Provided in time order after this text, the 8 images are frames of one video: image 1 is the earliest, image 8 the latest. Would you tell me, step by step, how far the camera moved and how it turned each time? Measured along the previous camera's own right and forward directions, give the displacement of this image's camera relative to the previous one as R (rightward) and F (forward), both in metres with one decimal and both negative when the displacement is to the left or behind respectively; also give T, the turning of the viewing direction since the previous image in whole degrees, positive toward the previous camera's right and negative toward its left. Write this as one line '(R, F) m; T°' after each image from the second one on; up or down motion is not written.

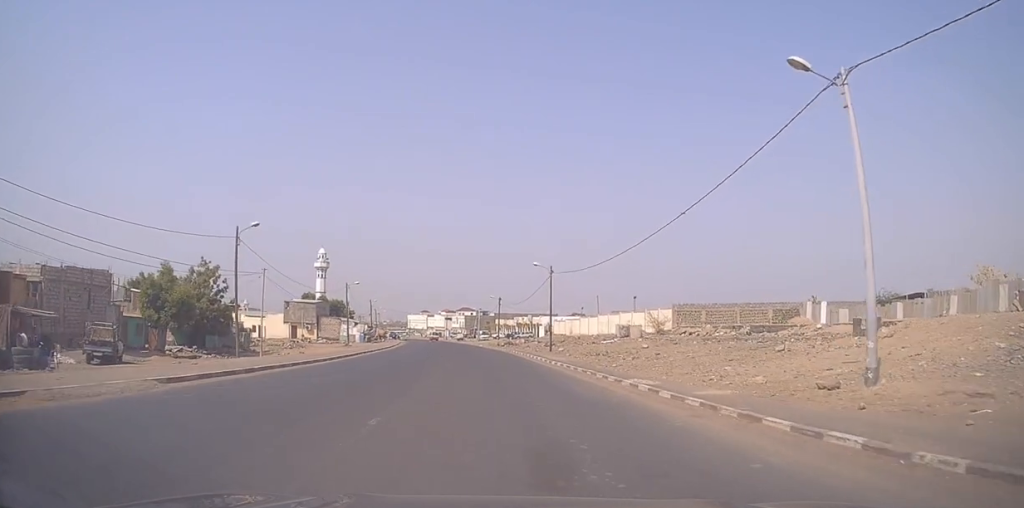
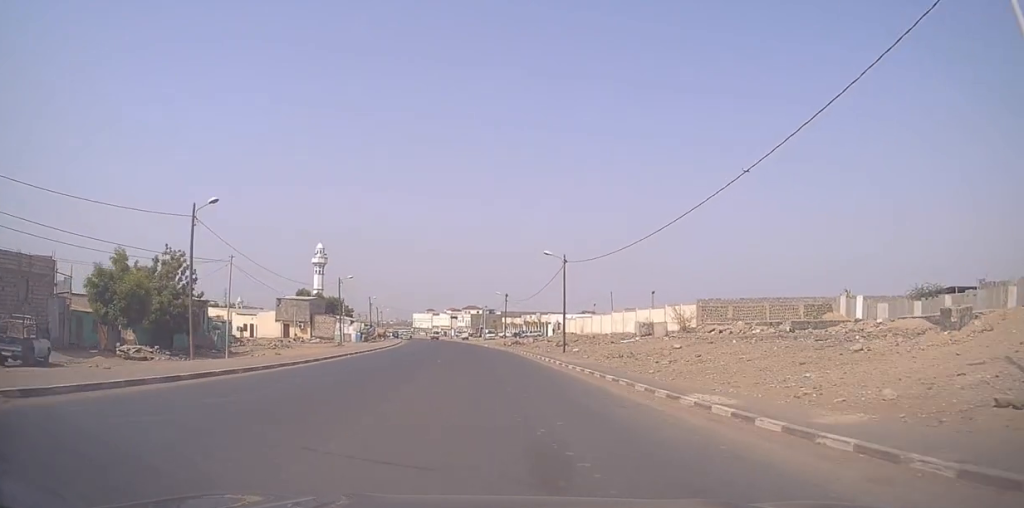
(-0.1, +6.1) m; 0°
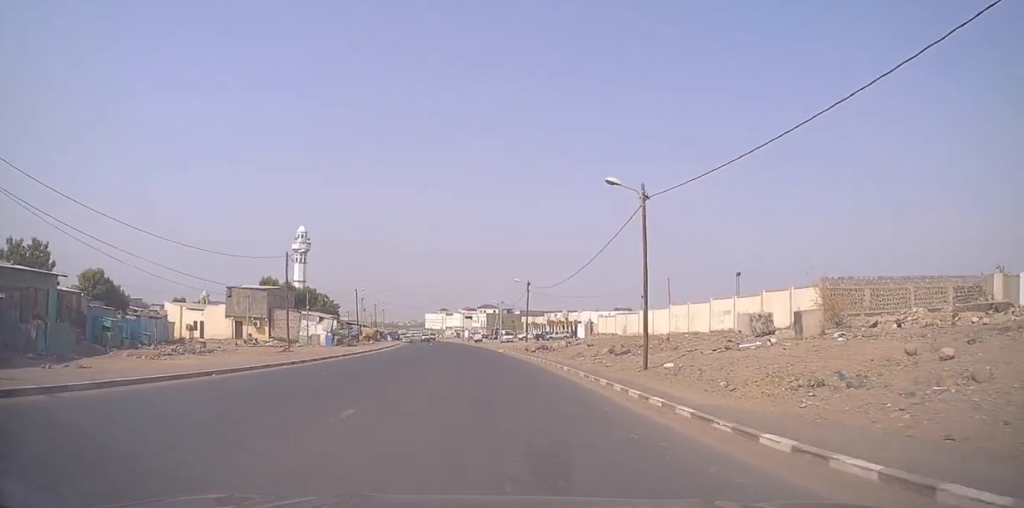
(-0.3, +21.5) m; -3°
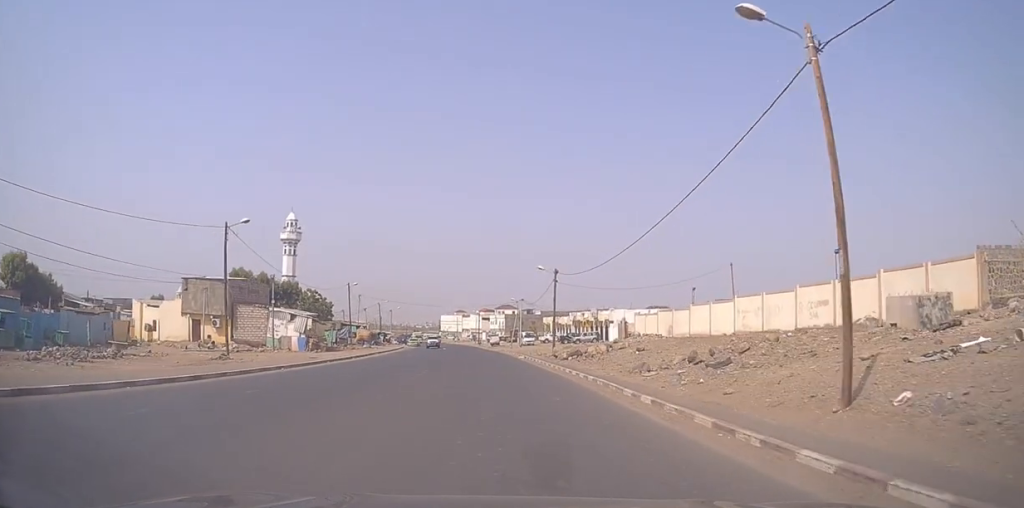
(-0.1, +13.3) m; -2°
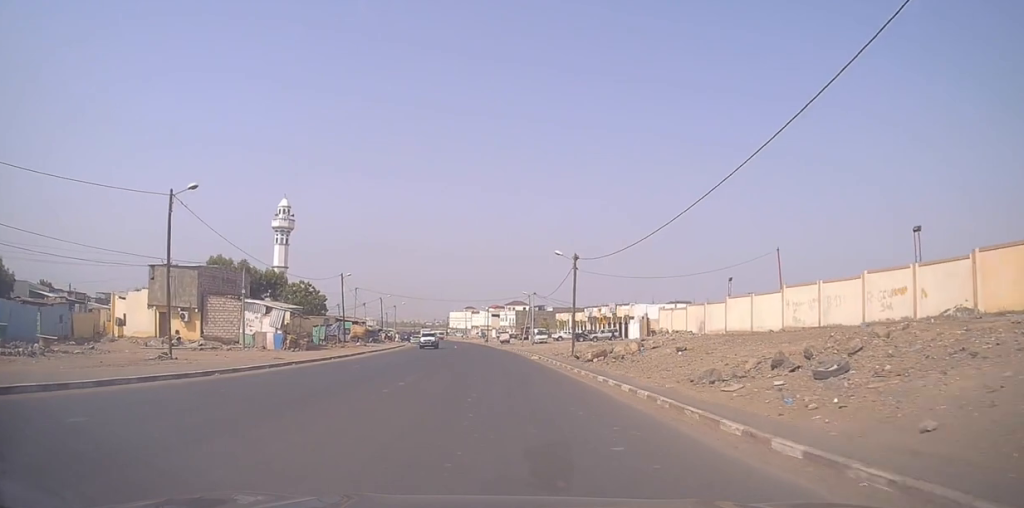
(0.0, +7.3) m; -1°
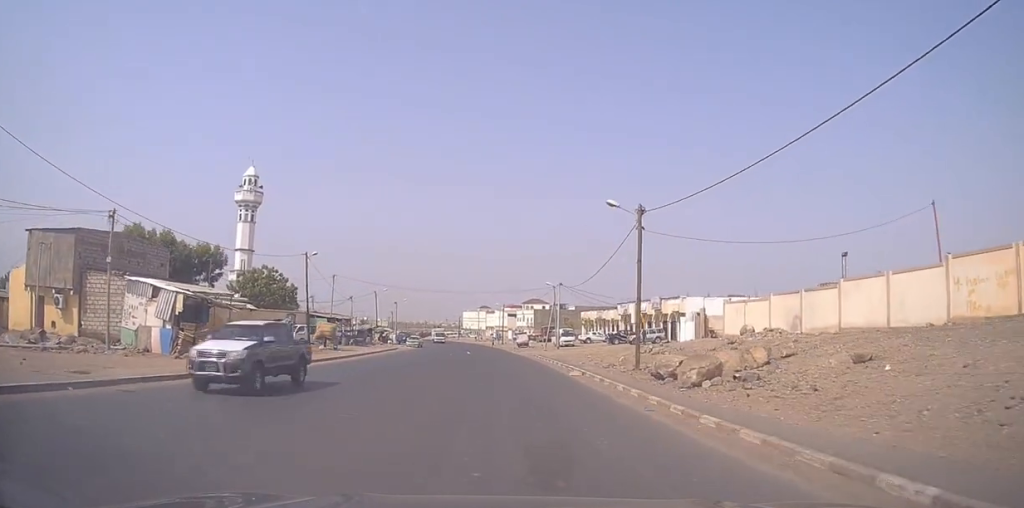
(-0.4, +16.9) m; -1°
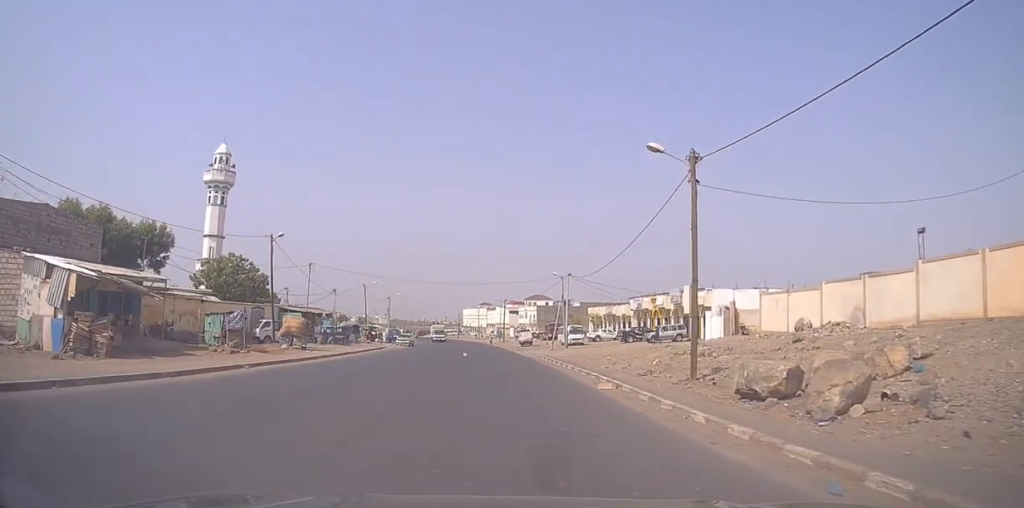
(+0.1, +8.0) m; 0°
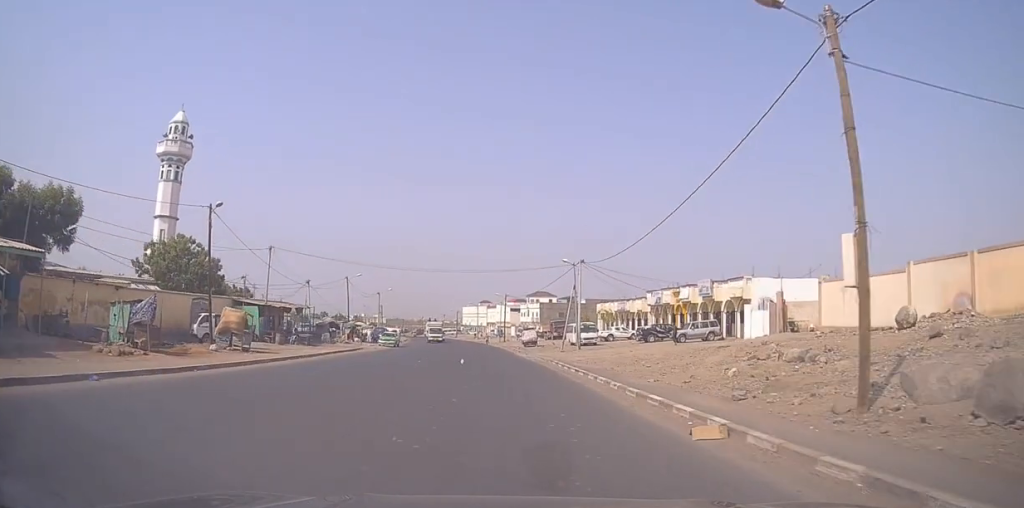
(+0.1, +9.5) m; 0°
